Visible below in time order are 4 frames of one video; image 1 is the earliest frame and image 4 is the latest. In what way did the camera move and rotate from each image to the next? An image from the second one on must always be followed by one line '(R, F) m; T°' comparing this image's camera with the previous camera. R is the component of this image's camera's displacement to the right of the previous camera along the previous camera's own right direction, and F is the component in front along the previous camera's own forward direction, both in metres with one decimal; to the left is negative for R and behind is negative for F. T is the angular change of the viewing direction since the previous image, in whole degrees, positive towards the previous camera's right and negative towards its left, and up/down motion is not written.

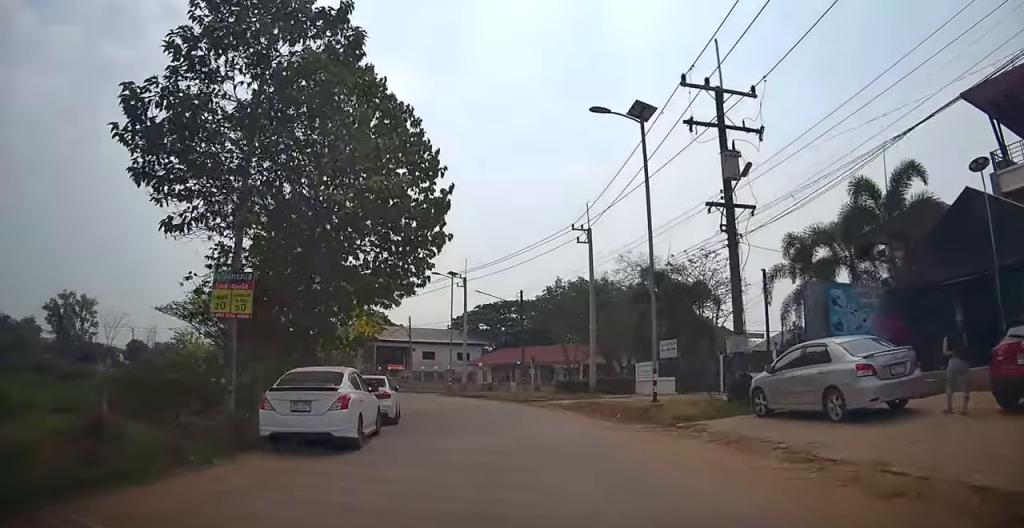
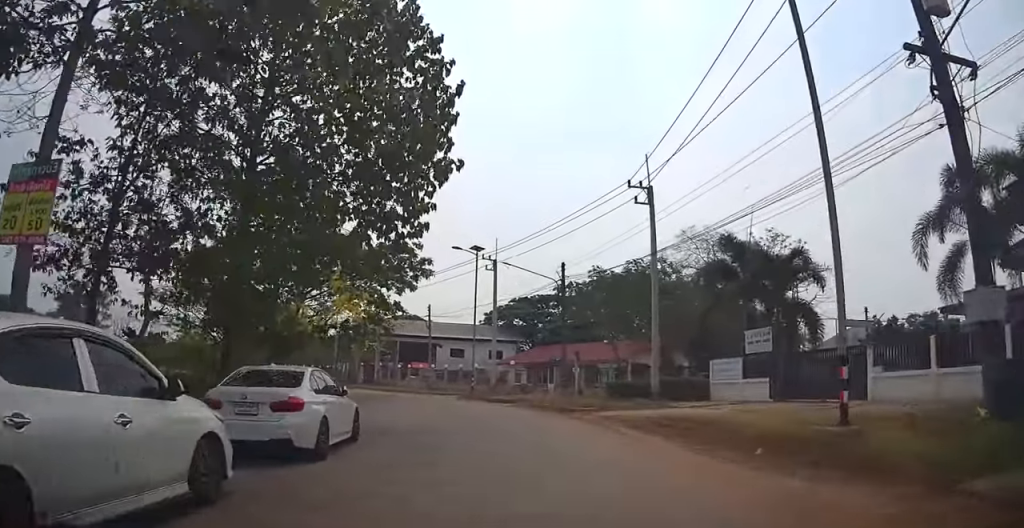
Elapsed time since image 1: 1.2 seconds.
(-0.2, +8.6) m; -2°
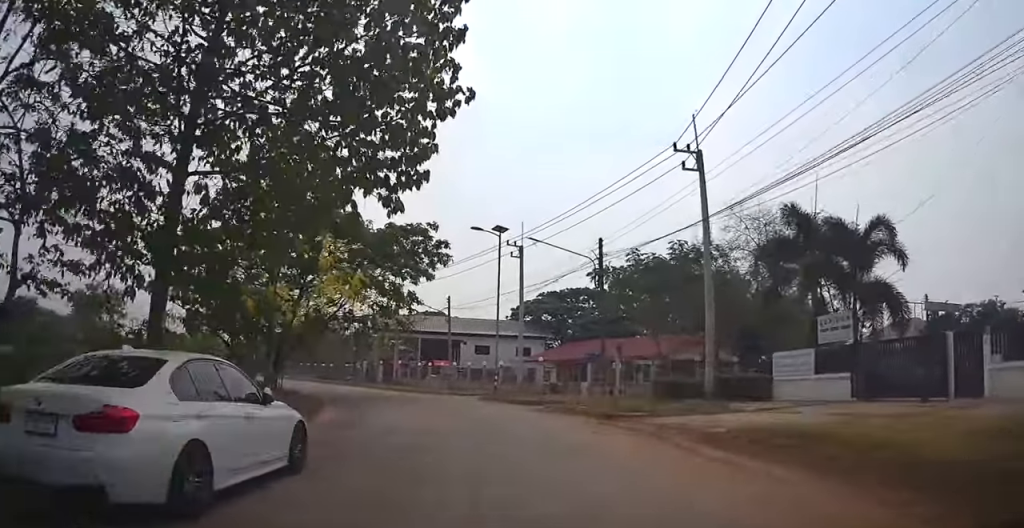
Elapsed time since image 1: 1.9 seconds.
(-0.1, +4.4) m; -1°
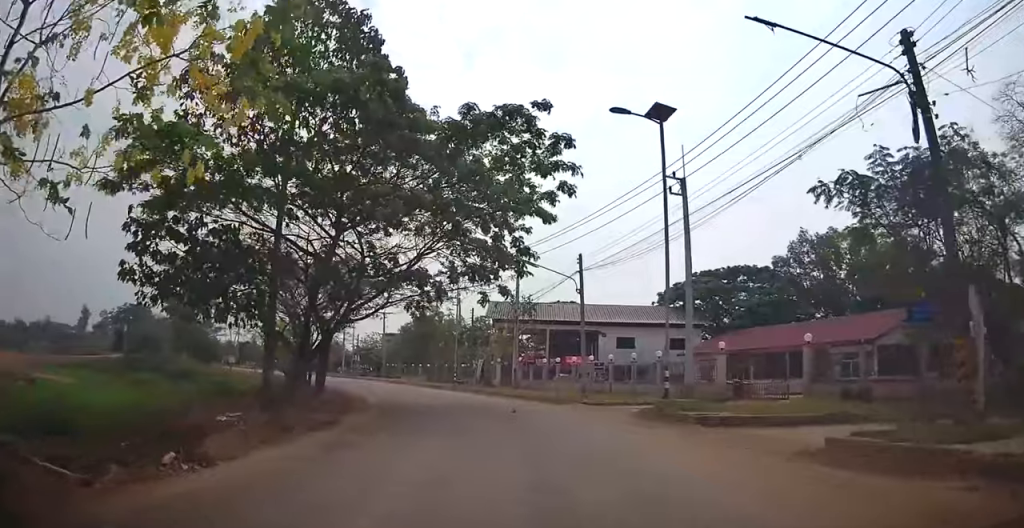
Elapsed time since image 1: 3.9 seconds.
(-1.1, +13.1) m; -11°
